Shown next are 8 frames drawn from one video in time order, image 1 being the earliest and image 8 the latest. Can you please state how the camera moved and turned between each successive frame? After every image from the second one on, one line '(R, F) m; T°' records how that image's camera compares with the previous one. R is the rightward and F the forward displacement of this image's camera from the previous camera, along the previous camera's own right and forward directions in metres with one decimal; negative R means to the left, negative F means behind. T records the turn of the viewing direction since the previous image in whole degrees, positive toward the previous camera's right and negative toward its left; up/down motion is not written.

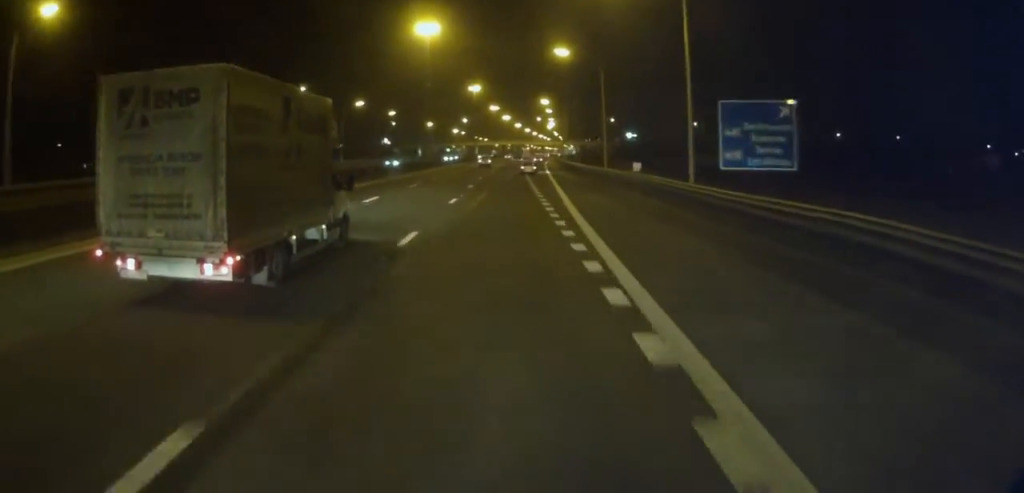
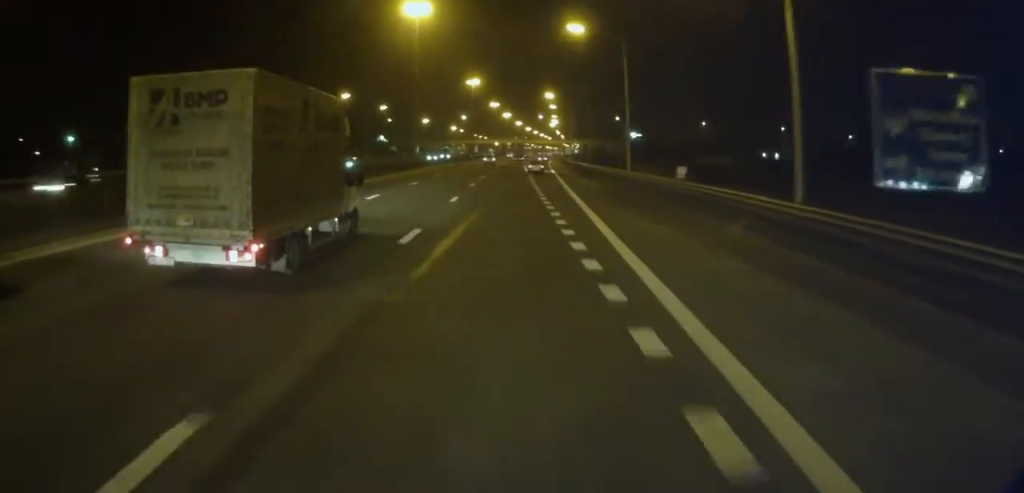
(+0.3, +12.4) m; +1°
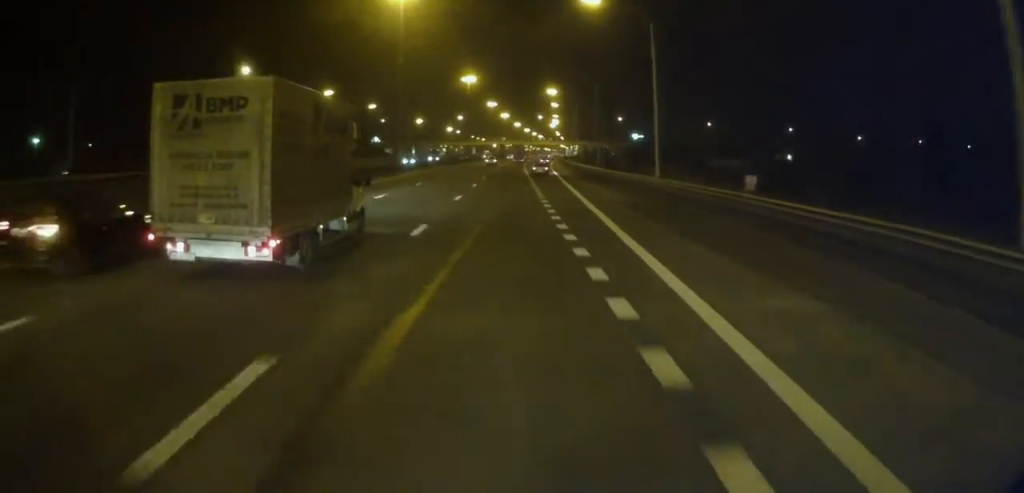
(+0.1, +10.8) m; 0°
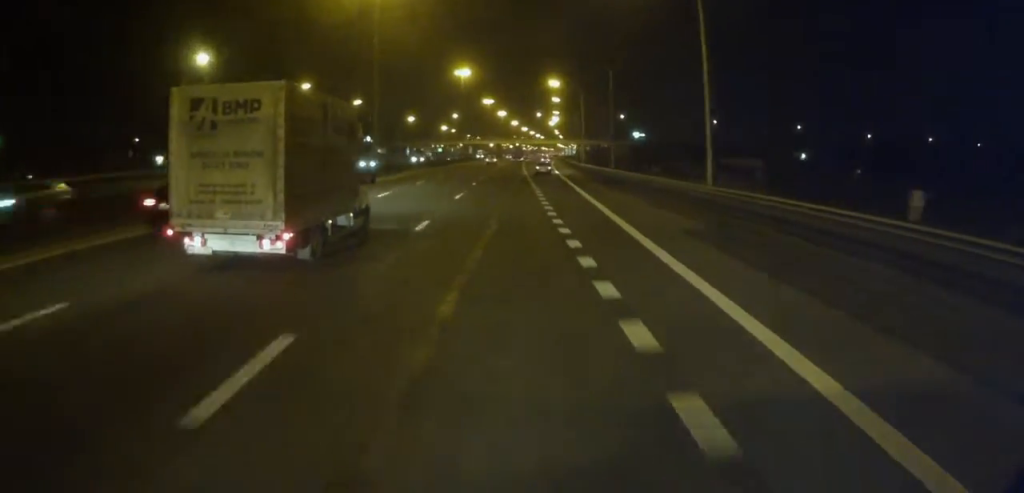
(-0.1, +11.6) m; 0°
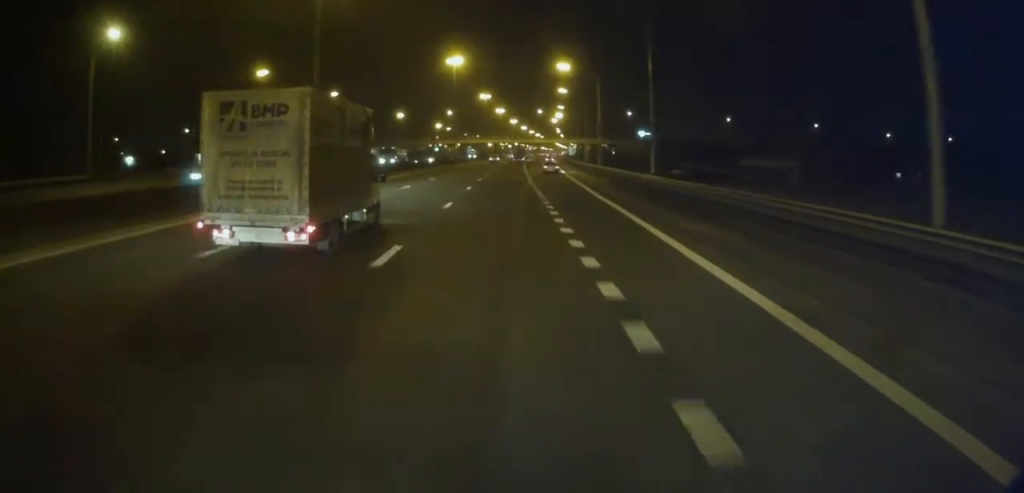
(0.0, +17.8) m; 0°
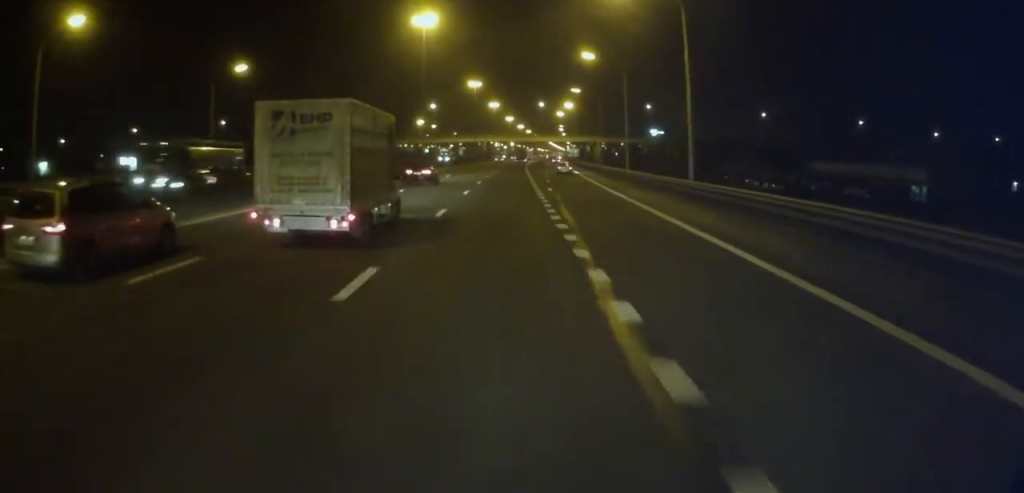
(0.0, +39.3) m; 0°
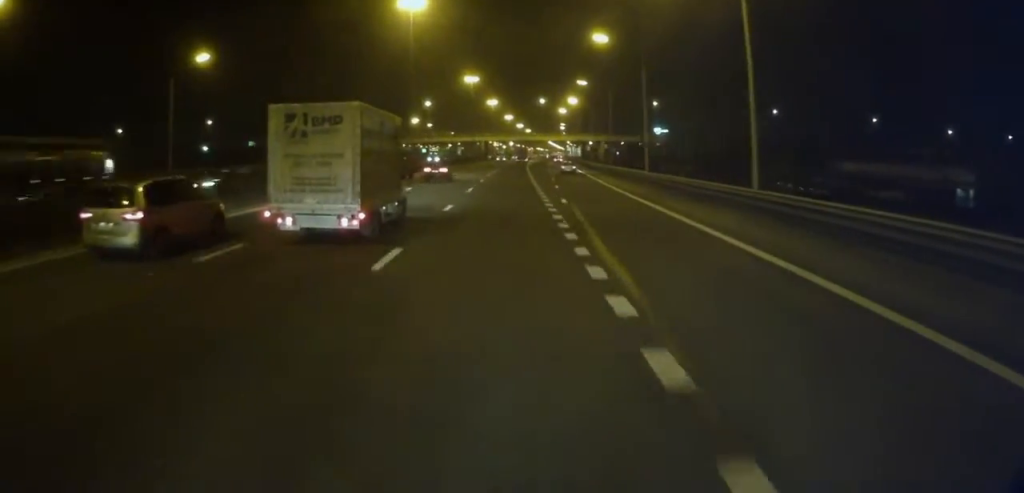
(+0.1, +10.1) m; 0°
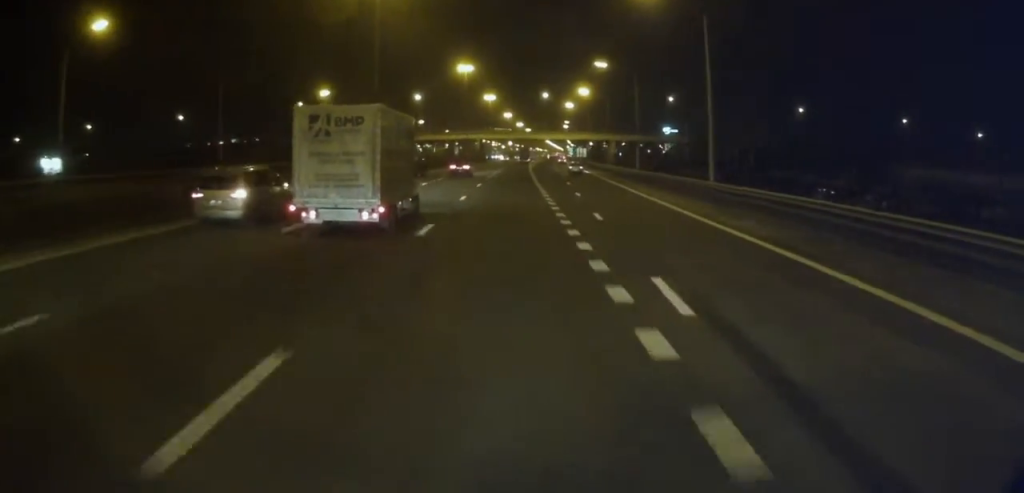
(+0.1, +19.5) m; 0°
